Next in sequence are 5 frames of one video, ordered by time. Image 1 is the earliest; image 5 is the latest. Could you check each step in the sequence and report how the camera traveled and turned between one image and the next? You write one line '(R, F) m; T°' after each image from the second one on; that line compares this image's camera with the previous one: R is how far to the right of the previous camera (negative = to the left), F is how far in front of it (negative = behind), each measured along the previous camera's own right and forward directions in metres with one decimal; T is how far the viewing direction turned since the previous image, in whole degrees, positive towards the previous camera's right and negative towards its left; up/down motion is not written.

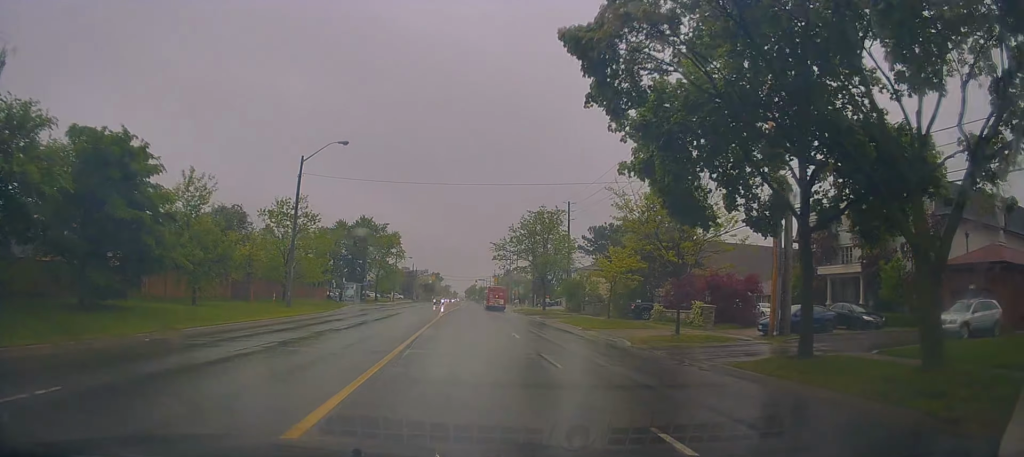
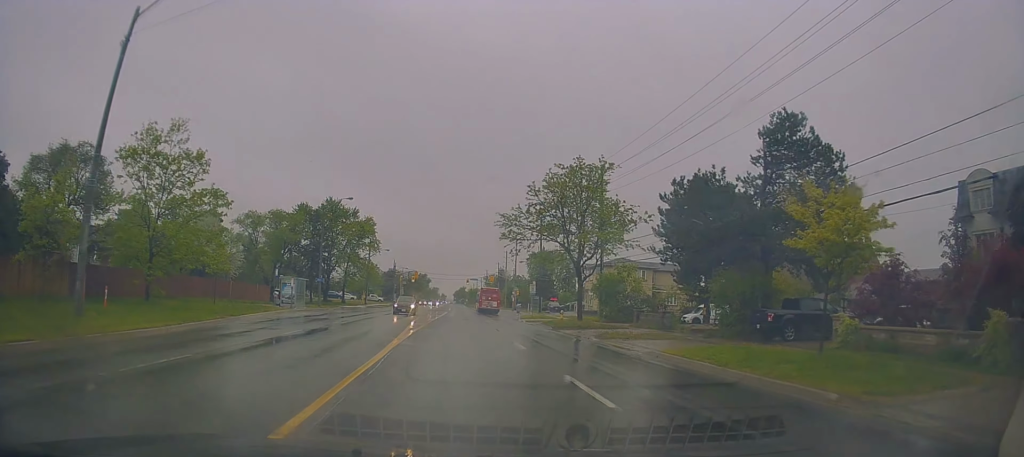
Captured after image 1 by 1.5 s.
(-0.4, +22.1) m; -1°
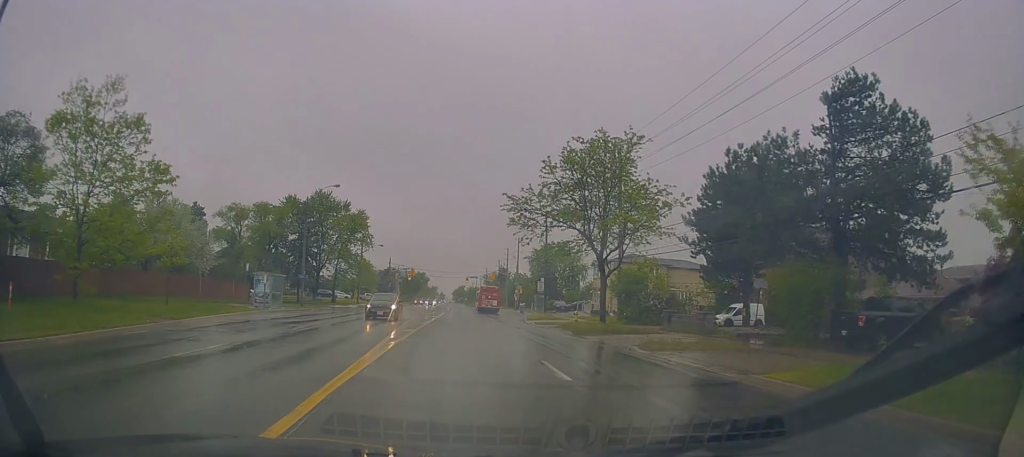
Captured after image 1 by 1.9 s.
(+0.1, +6.1) m; 0°
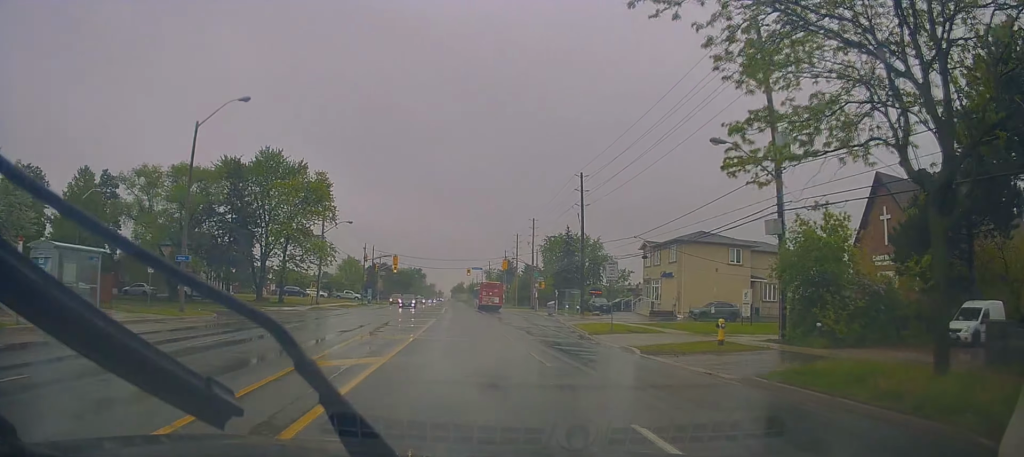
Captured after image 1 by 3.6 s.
(+0.4, +24.1) m; +1°
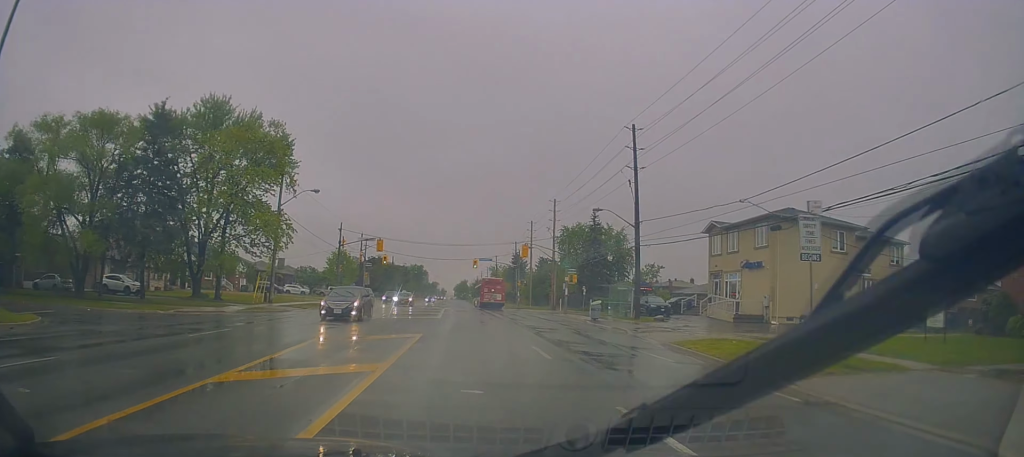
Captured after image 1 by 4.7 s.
(-0.2, +16.9) m; -1°
